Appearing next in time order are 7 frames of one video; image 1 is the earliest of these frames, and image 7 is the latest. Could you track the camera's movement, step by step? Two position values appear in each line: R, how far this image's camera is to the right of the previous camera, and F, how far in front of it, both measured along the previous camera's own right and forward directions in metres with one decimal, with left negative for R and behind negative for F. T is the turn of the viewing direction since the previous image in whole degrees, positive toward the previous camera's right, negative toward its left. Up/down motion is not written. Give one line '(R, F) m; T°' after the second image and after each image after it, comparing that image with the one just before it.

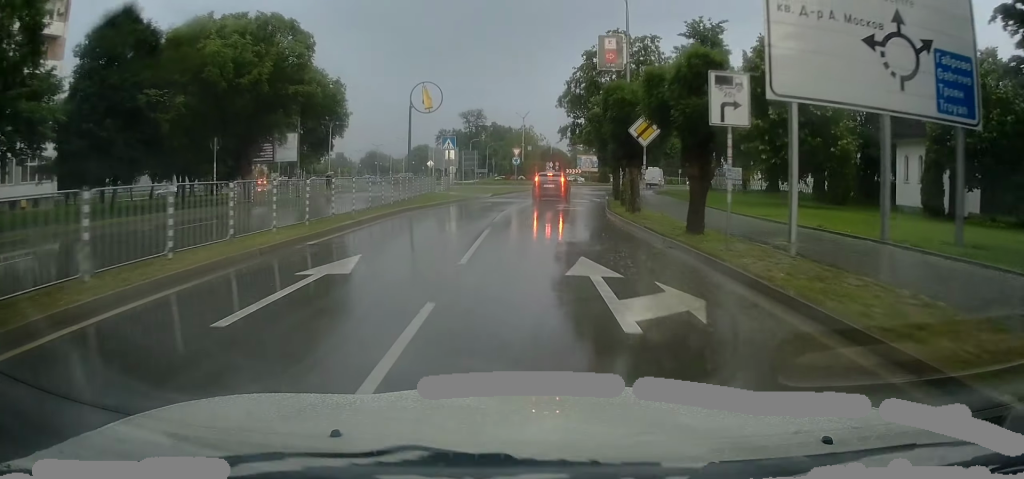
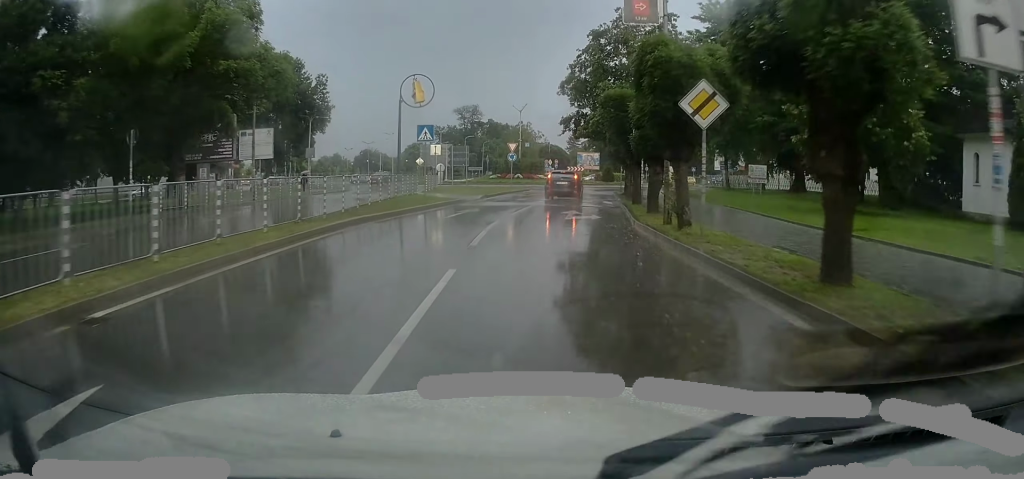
(0.0, +6.7) m; 0°
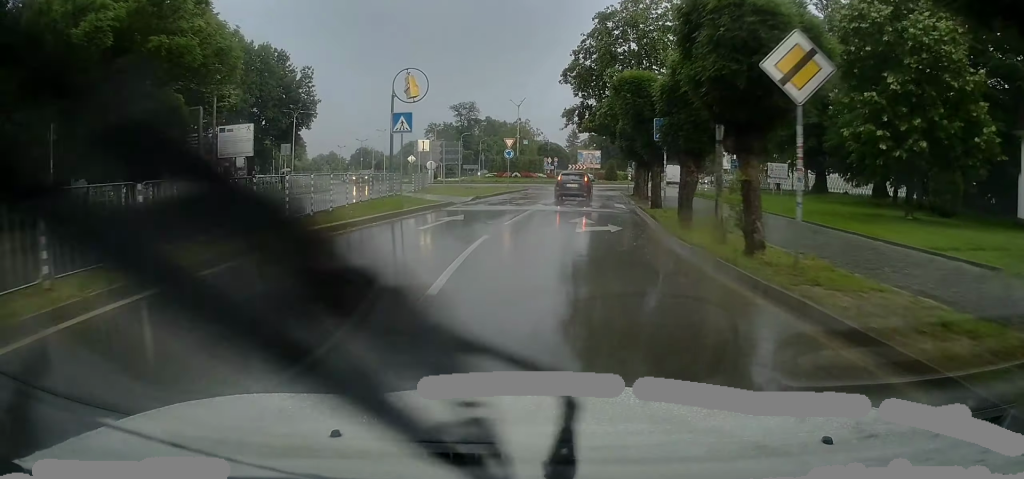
(-0.2, +4.7) m; -1°
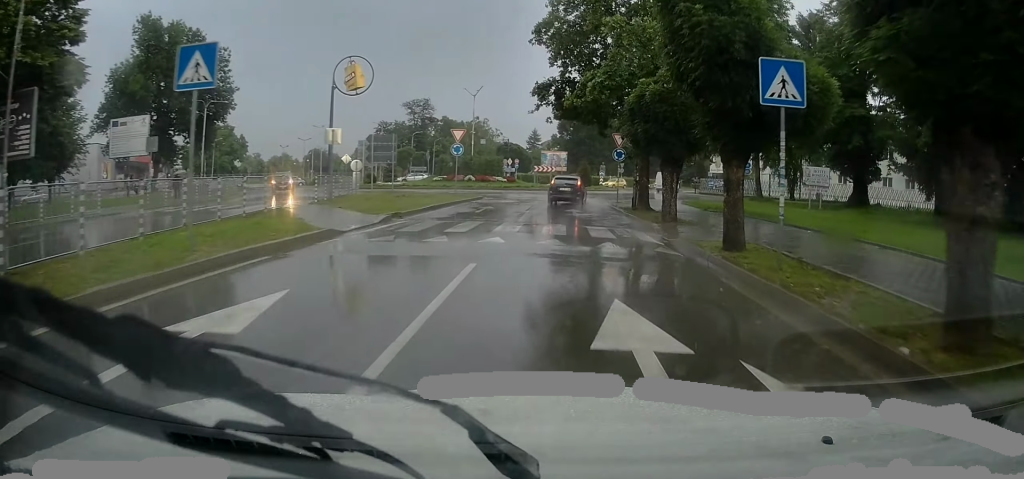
(0.0, +12.7) m; +2°
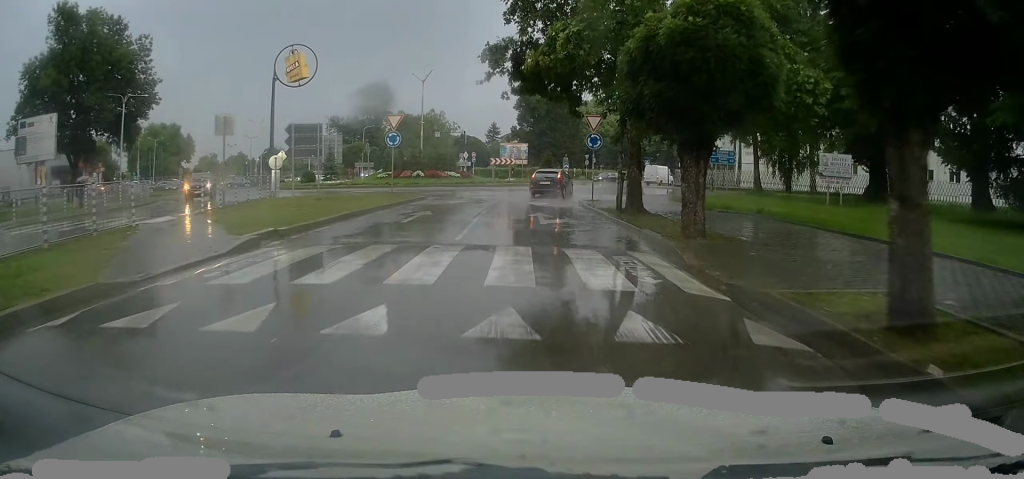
(+0.2, +6.5) m; 0°
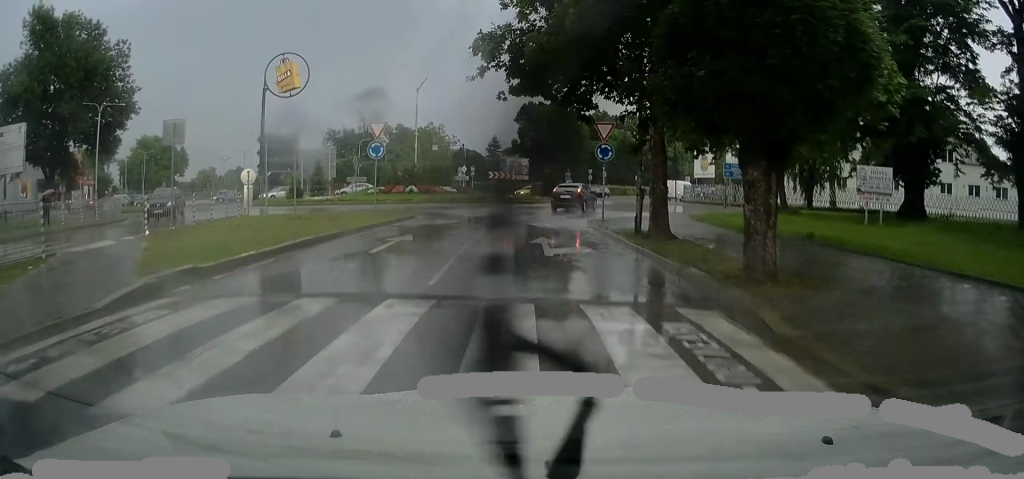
(0.0, +3.5) m; 0°
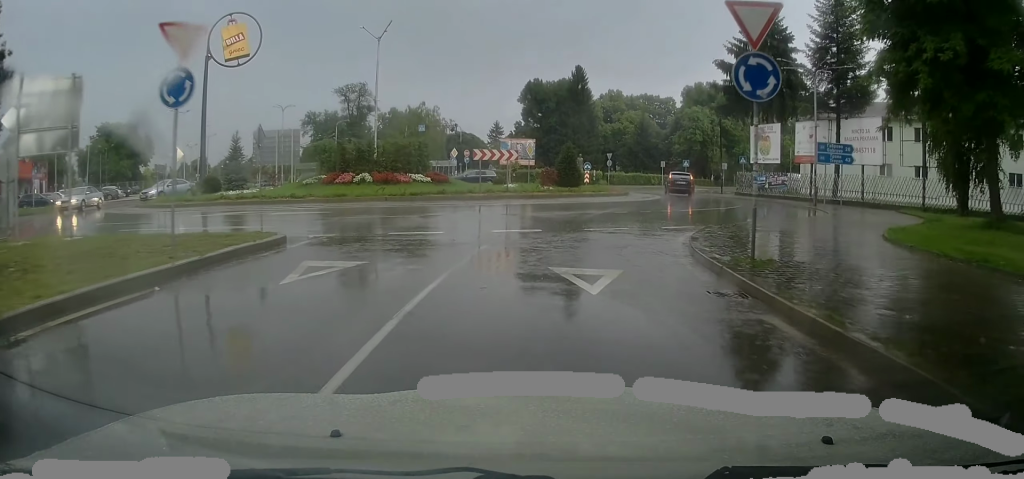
(+0.4, +15.4) m; +4°
